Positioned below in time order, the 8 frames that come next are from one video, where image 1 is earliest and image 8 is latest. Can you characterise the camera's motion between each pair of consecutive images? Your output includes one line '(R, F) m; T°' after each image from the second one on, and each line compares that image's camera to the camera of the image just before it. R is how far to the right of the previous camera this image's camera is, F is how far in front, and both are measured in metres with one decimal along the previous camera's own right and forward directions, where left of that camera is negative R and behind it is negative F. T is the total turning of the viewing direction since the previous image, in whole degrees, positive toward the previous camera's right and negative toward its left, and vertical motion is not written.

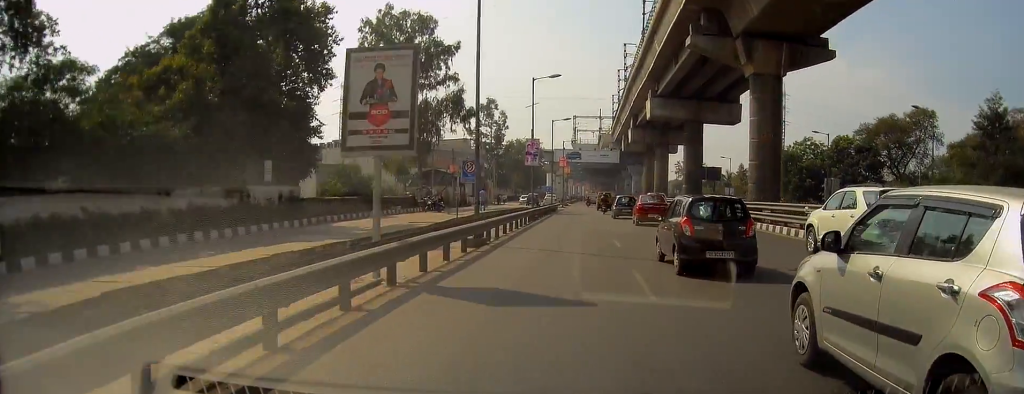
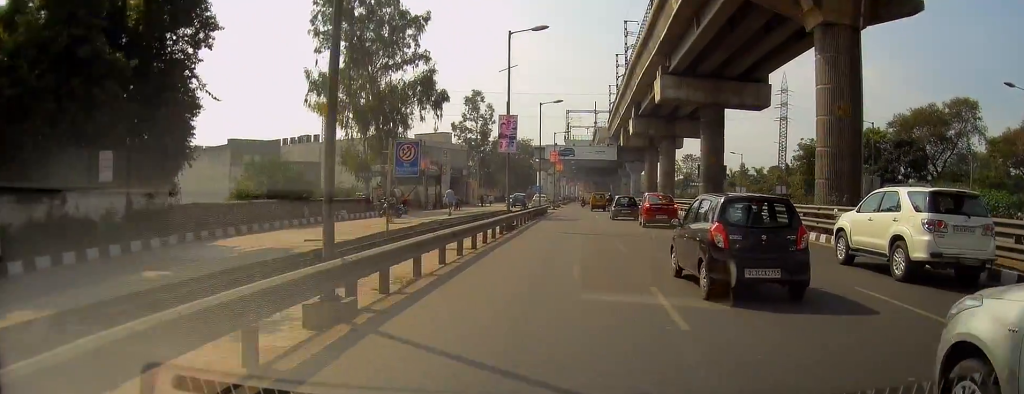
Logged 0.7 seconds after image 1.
(-0.1, +10.7) m; 0°
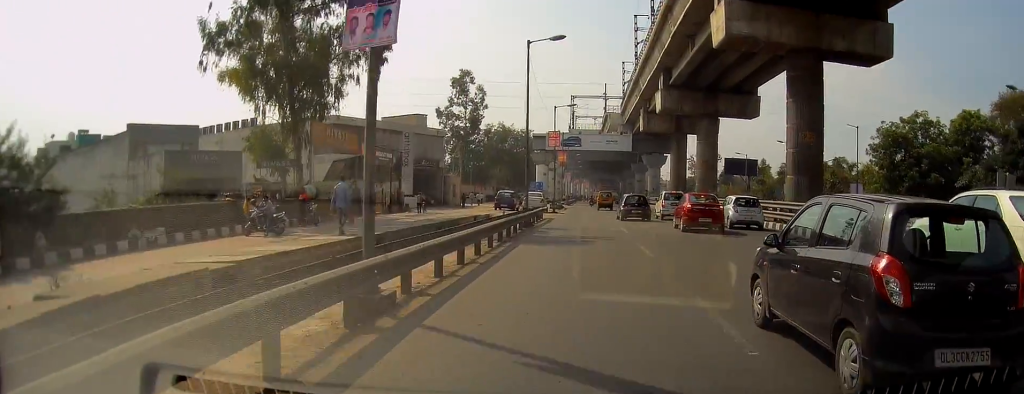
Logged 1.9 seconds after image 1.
(0.0, +19.5) m; +1°
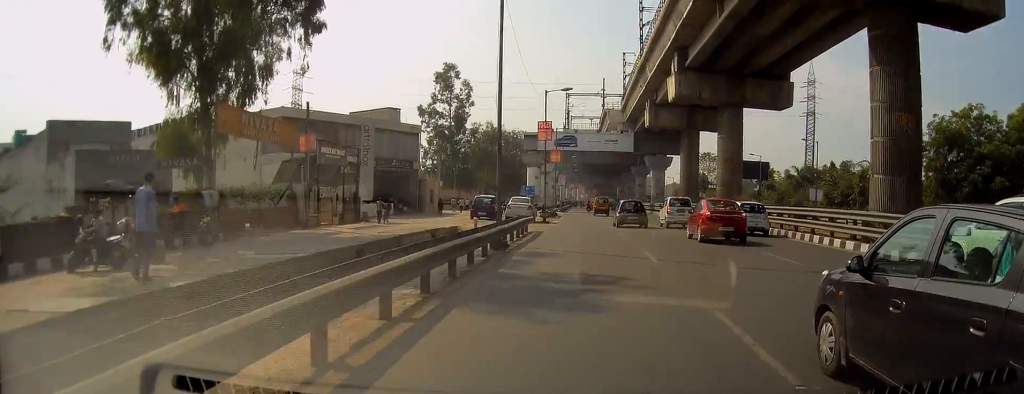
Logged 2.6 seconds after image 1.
(+0.2, +9.9) m; 0°
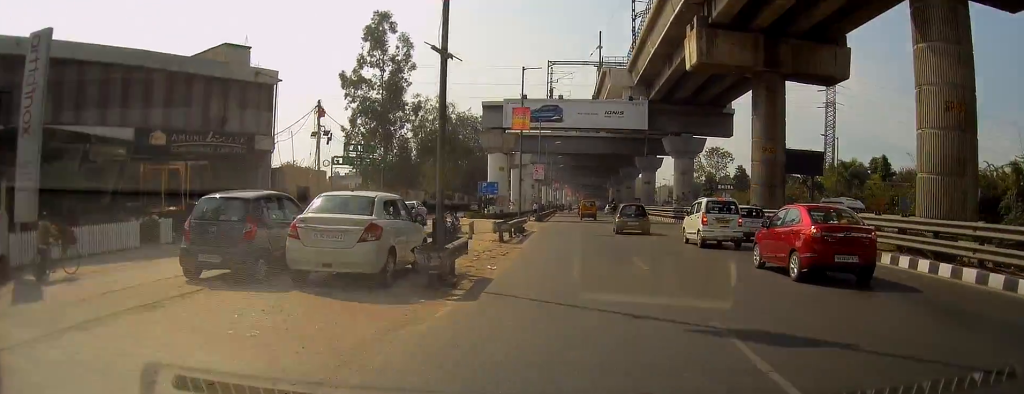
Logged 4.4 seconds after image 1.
(0.0, +28.6) m; +1°
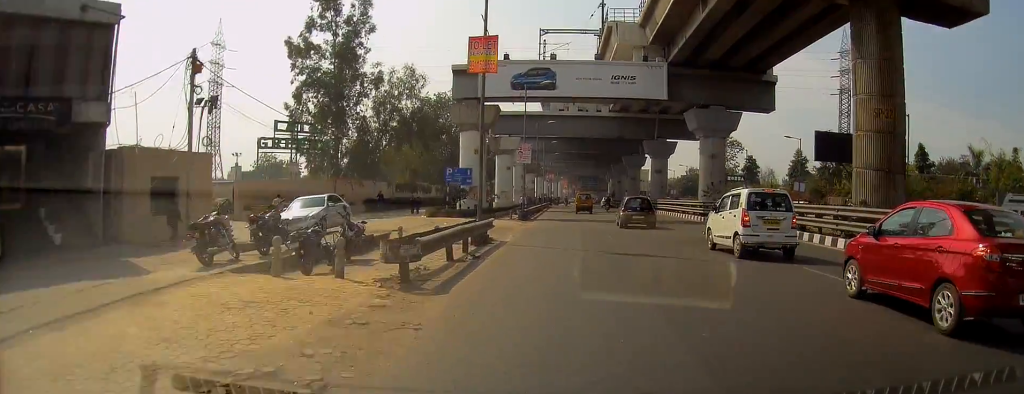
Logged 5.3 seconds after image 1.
(+0.1, +12.8) m; +1°
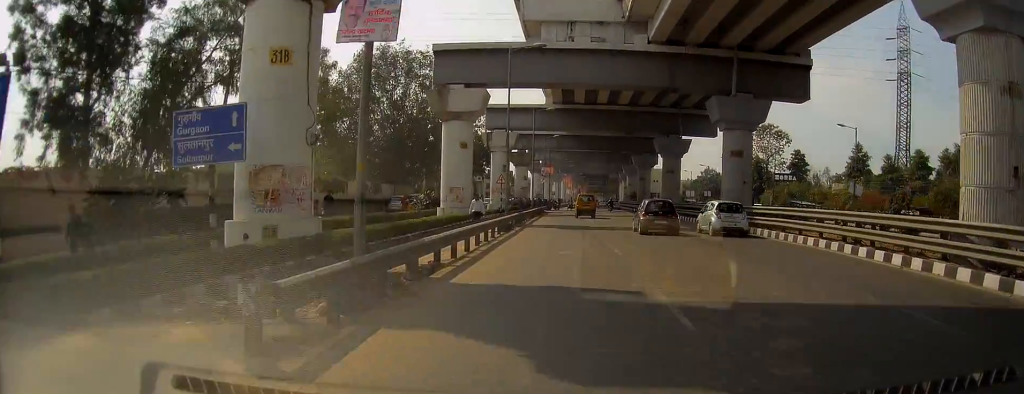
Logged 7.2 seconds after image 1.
(0.0, +30.2) m; 0°
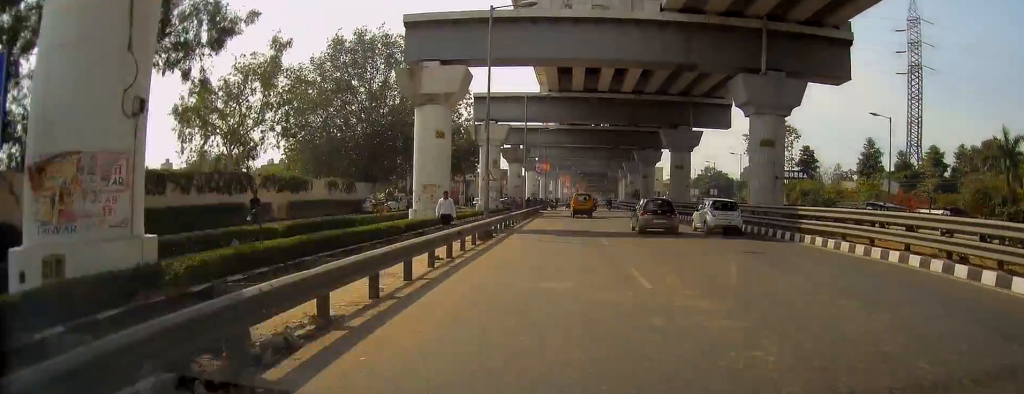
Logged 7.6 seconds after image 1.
(0.0, +6.2) m; 0°
